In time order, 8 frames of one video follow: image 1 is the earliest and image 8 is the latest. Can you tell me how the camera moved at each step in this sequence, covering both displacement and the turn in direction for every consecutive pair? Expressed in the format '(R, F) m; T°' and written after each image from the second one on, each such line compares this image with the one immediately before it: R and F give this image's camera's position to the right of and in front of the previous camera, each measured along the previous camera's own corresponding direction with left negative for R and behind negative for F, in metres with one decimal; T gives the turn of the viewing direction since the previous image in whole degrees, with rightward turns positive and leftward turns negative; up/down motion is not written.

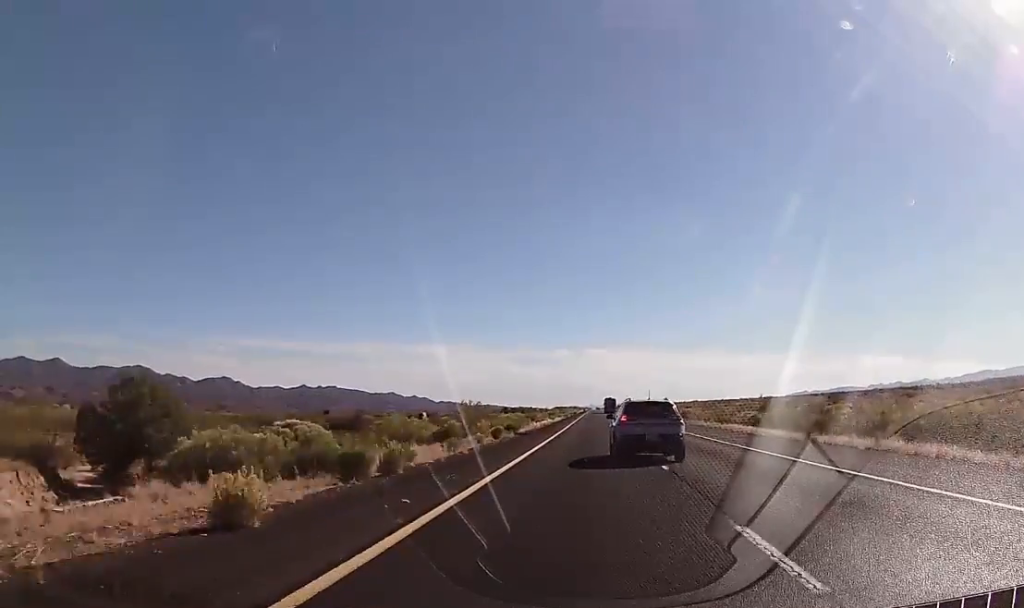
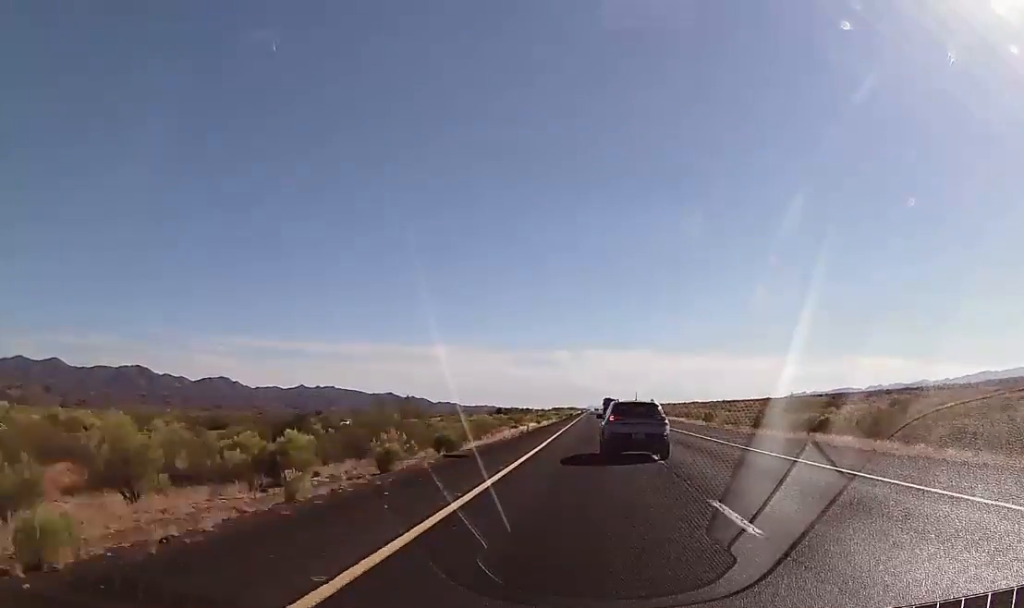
(0.0, +21.5) m; 0°
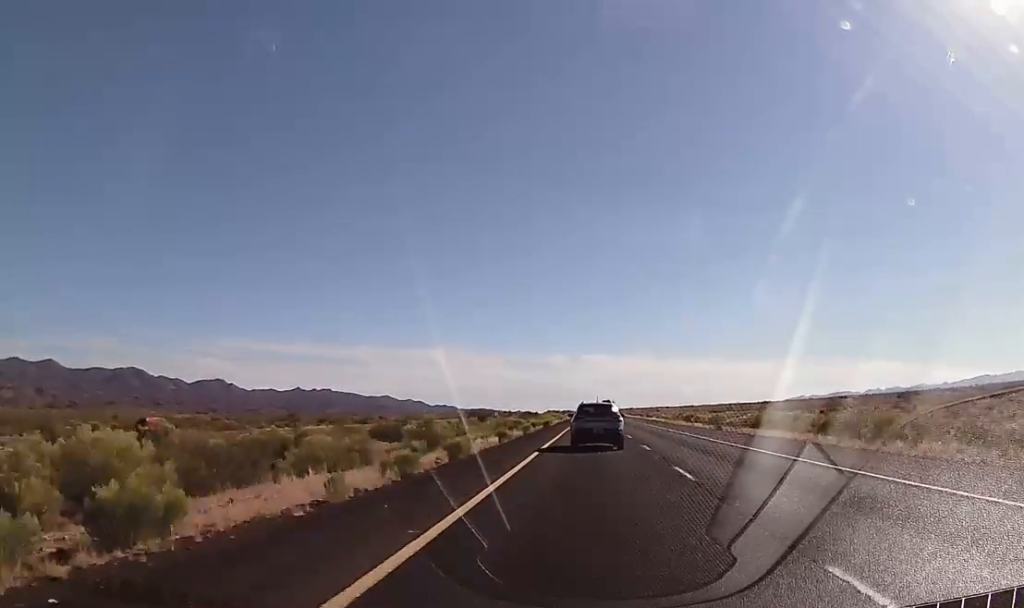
(+1.0, +77.2) m; +1°
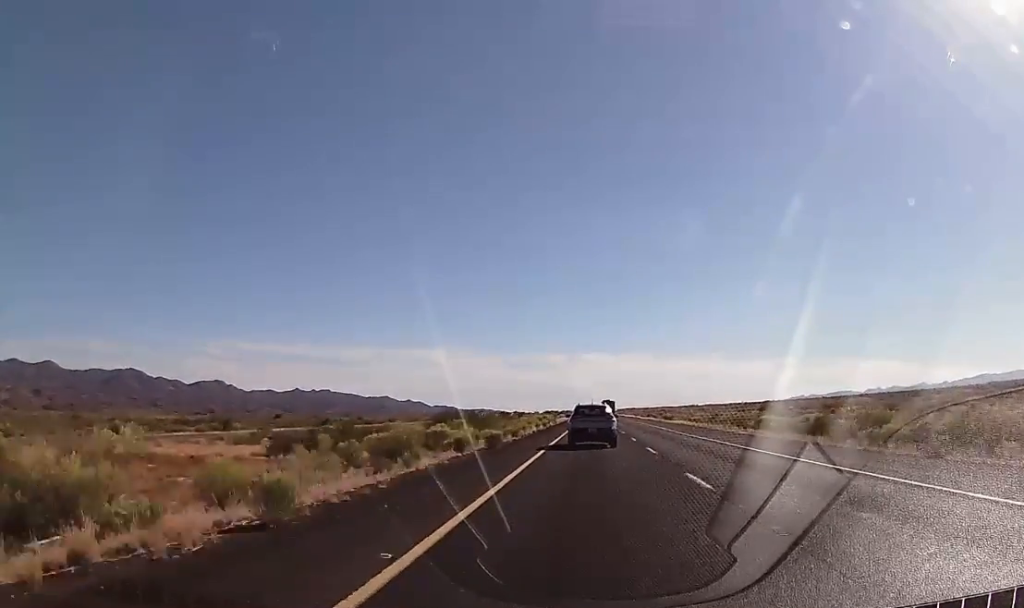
(-0.4, +37.9) m; -1°
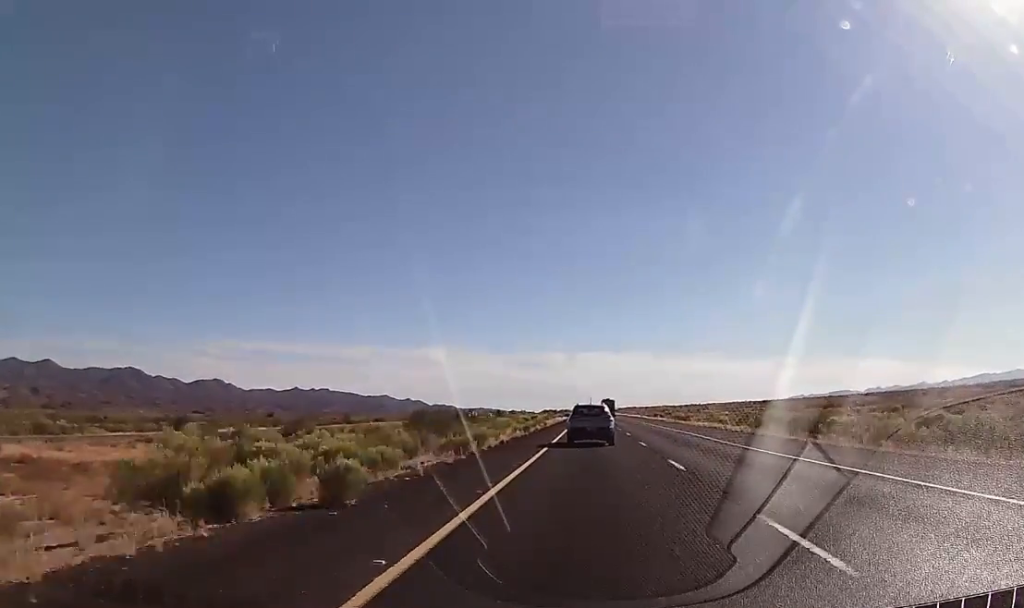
(0.0, +18.9) m; 0°
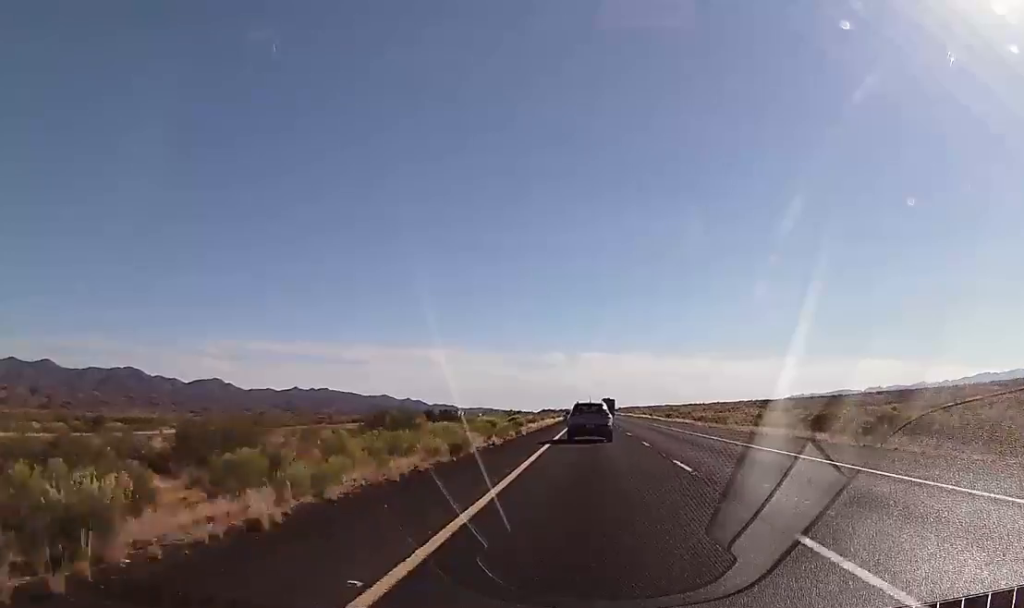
(0.0, +25.2) m; 0°
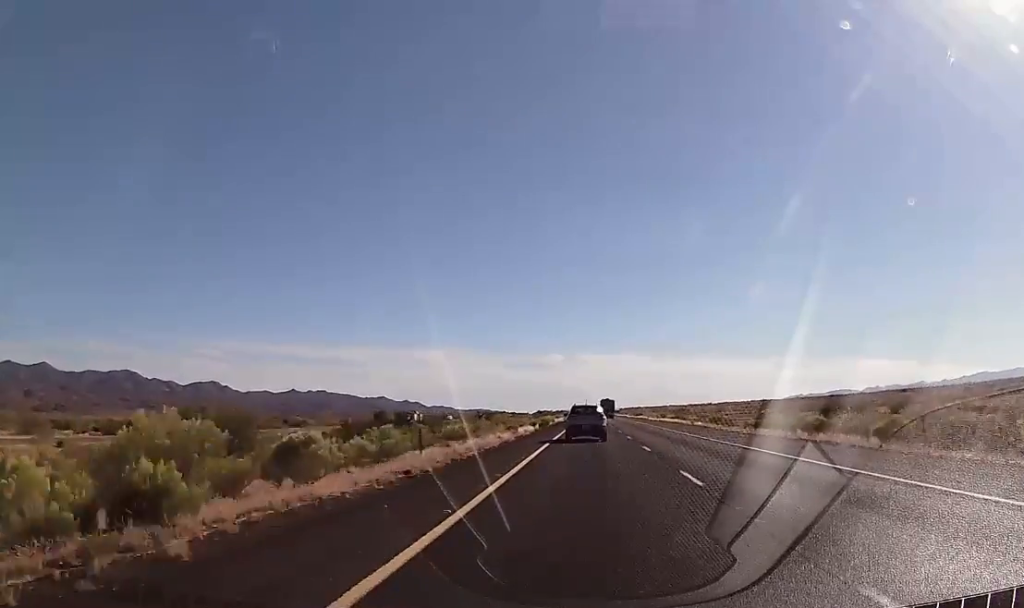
(+0.4, +50.4) m; +1°
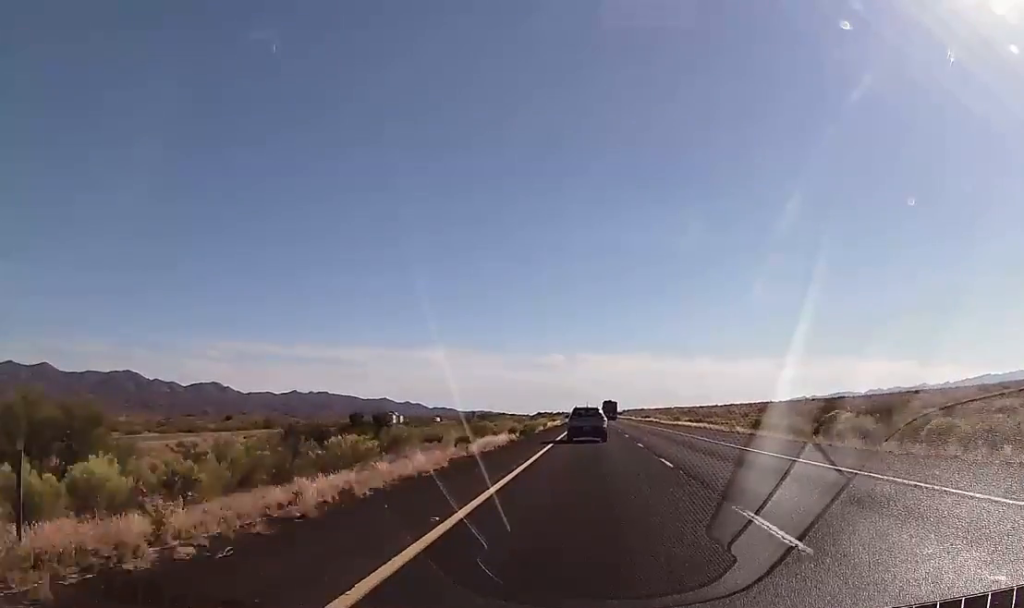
(+0.2, +18.9) m; 0°
